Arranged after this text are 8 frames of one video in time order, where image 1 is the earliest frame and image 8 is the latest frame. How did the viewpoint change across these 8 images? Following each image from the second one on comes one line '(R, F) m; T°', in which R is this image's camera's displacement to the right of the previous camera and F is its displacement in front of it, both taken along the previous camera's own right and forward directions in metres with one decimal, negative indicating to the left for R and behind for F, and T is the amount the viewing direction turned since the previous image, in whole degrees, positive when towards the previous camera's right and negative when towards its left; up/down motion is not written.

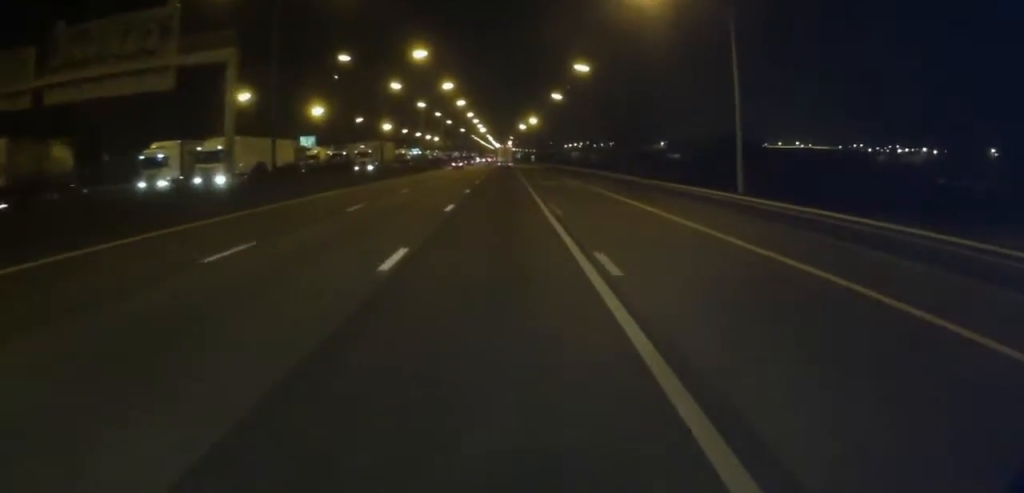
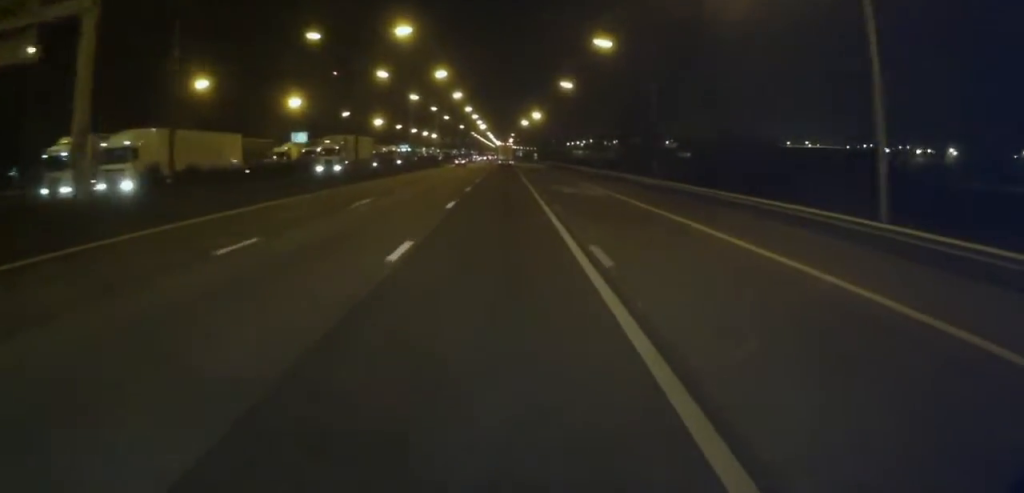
(0.0, +11.8) m; 0°
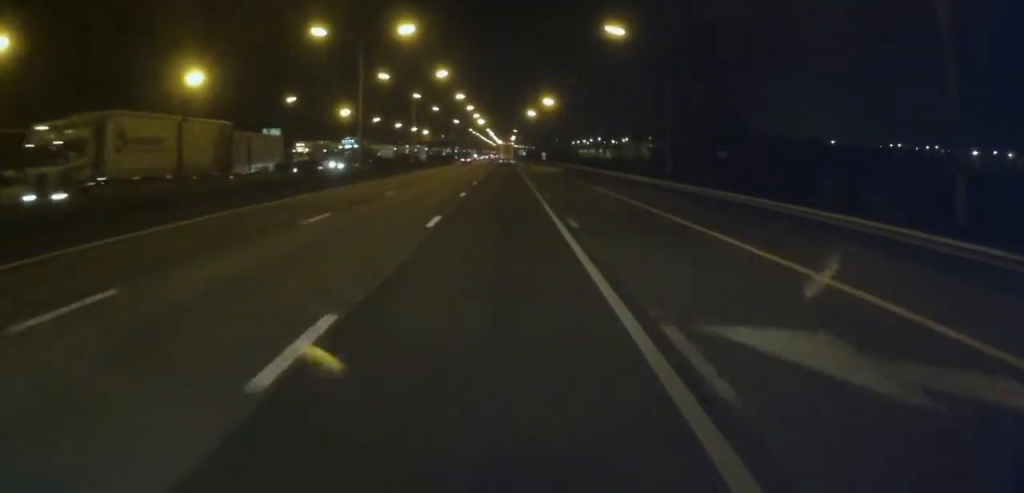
(0.0, +31.4) m; -1°
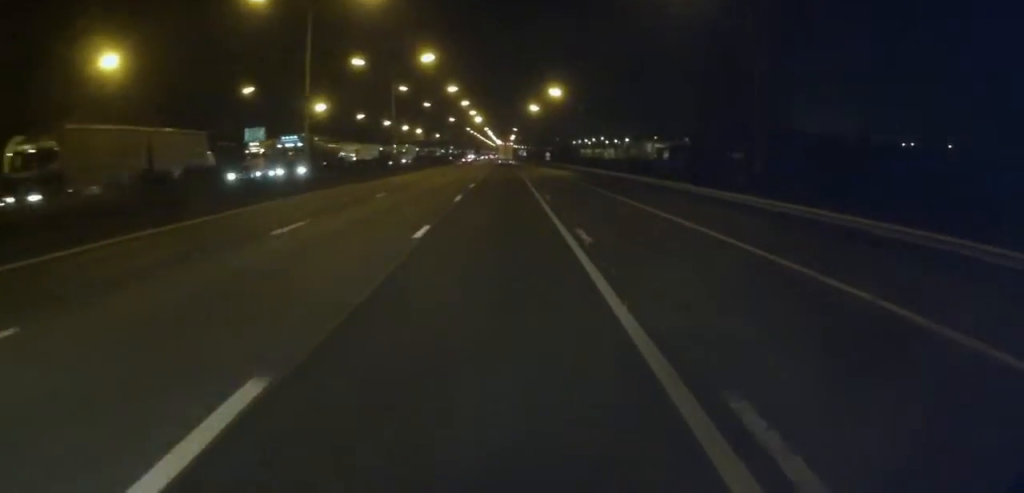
(-0.2, +15.0) m; 0°
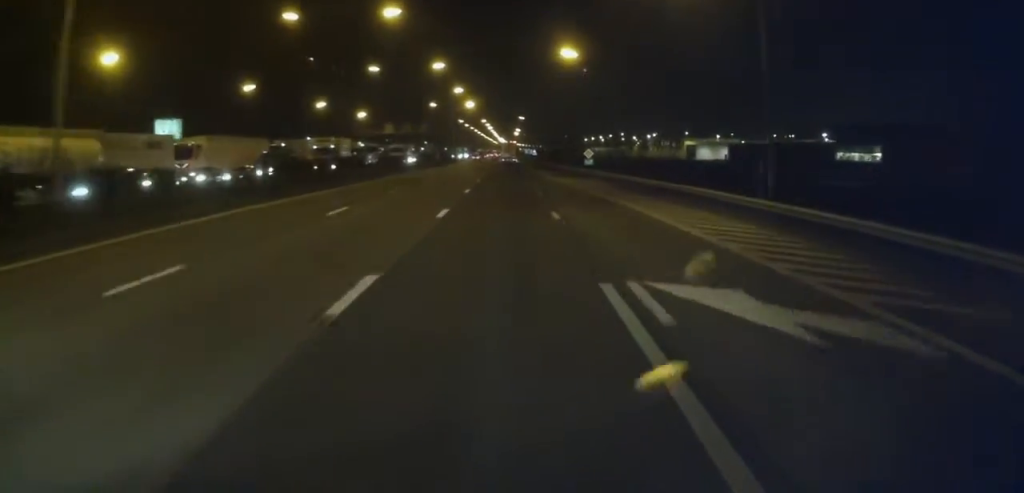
(+0.3, +57.6) m; 0°
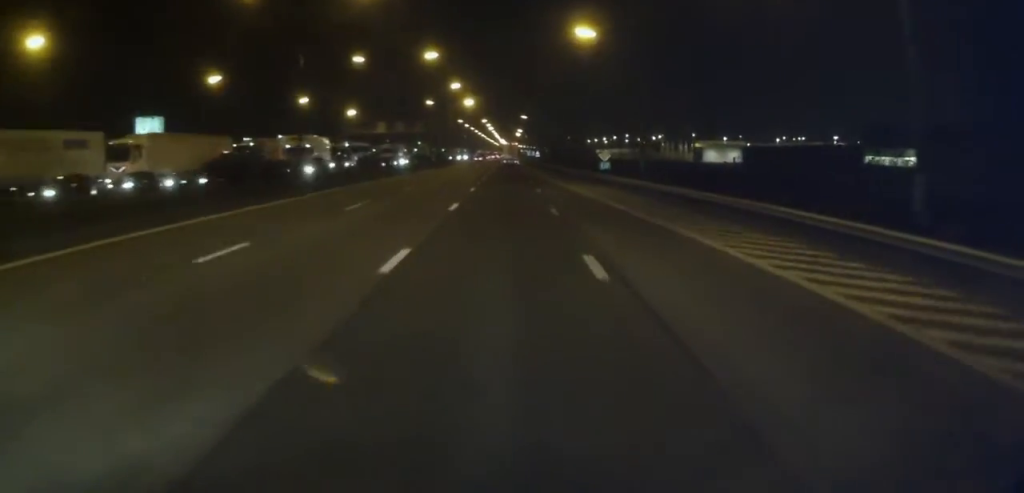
(-0.1, +9.4) m; 0°
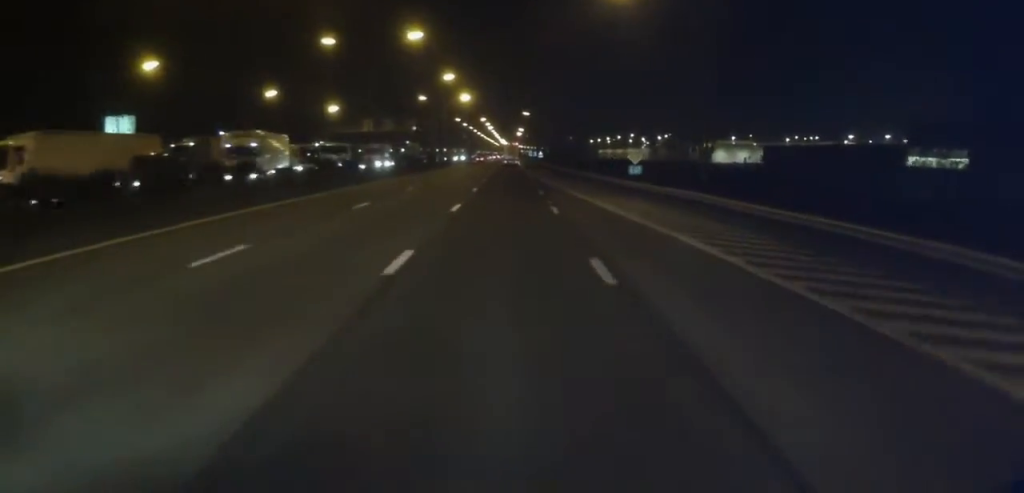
(0.0, +12.6) m; 0°
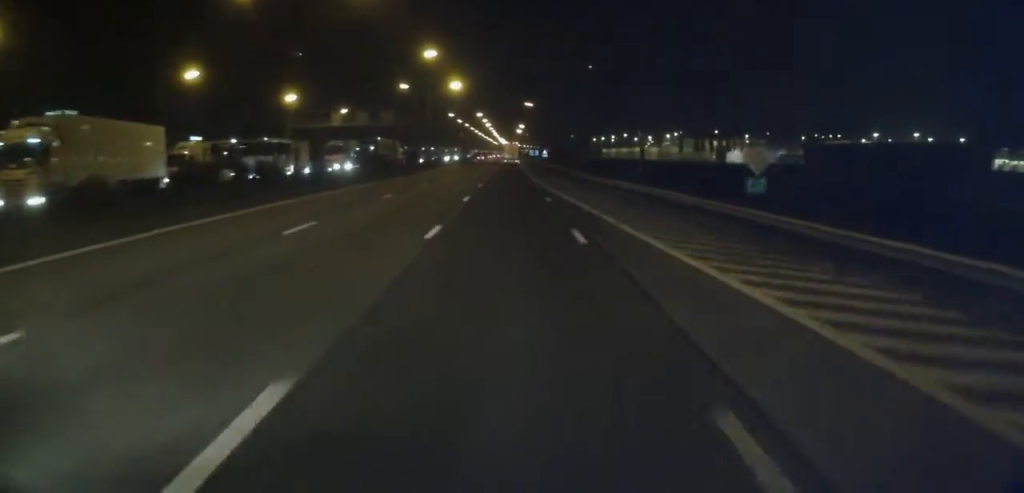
(+0.1, +20.6) m; 0°
